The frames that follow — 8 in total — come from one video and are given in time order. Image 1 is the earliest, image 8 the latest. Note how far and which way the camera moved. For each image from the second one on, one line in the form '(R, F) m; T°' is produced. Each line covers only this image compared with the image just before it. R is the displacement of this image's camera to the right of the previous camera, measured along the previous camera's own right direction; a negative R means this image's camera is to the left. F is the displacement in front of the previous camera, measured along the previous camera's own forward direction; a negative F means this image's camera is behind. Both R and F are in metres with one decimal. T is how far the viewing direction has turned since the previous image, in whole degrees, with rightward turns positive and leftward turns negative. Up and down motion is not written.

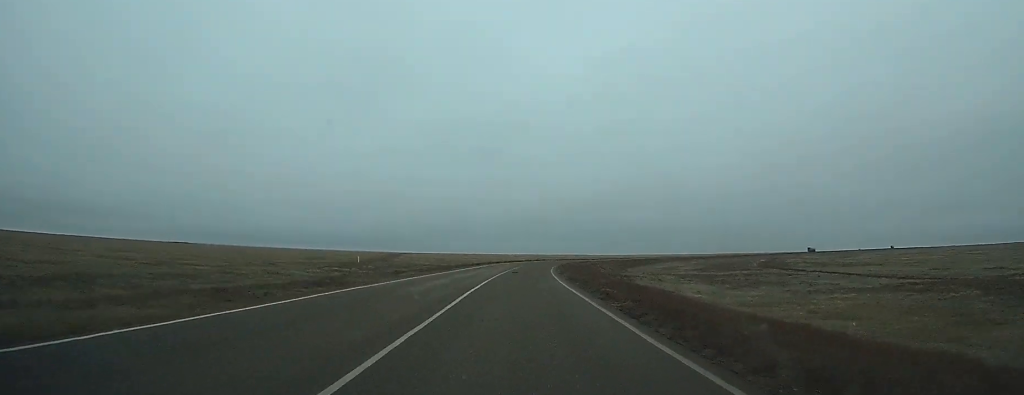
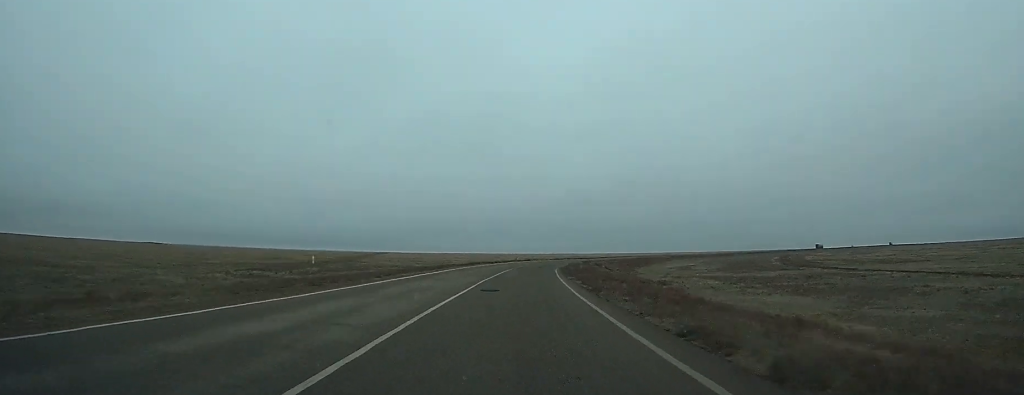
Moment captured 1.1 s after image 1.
(+0.1, +26.8) m; +1°
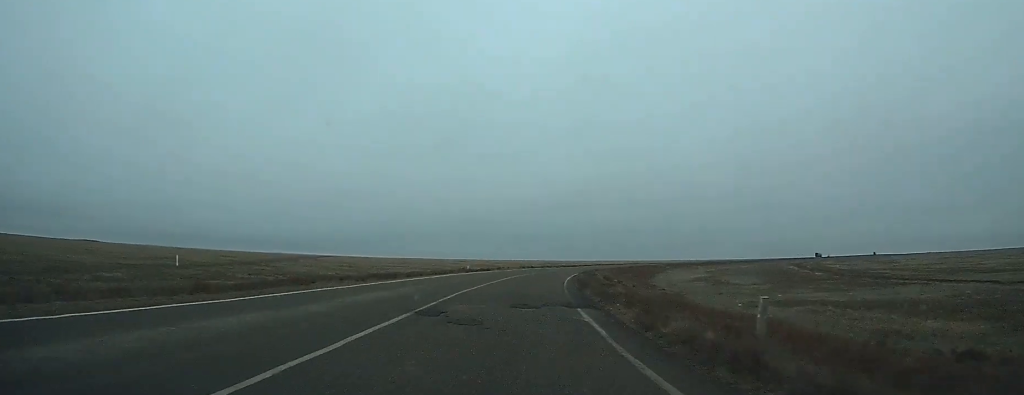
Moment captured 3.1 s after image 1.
(+0.8, +47.3) m; +3°
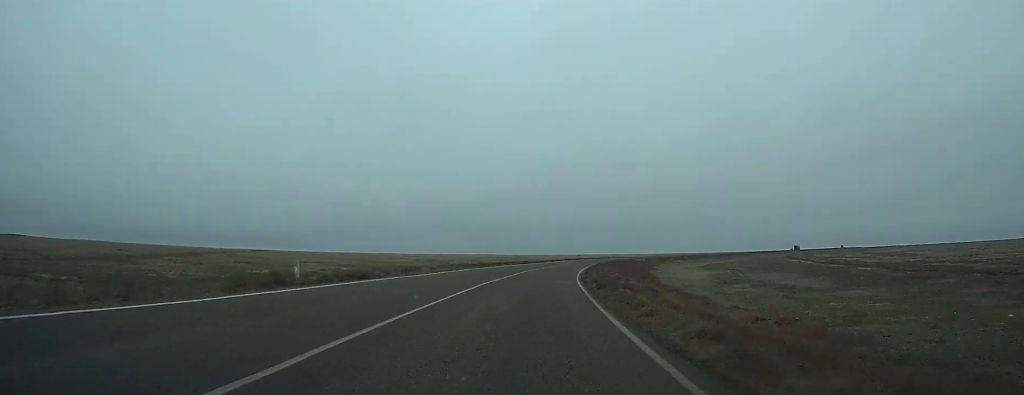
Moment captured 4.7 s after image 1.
(+1.0, +38.1) m; +4°
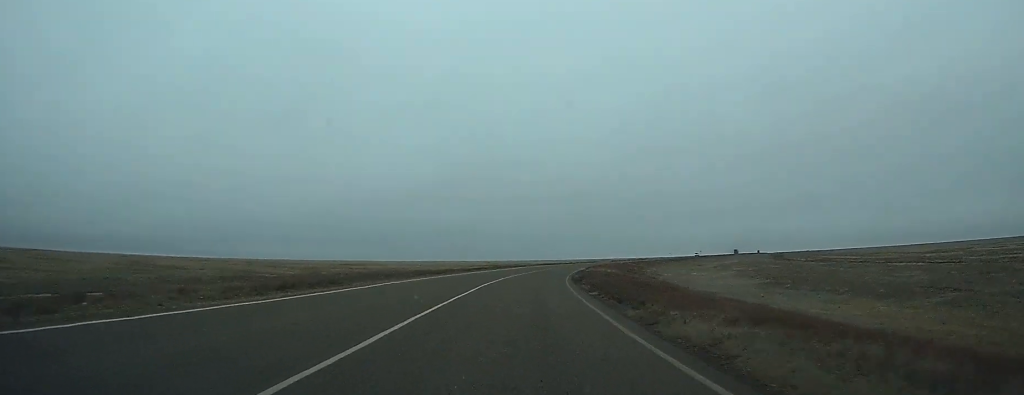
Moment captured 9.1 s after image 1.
(+10.2, +96.1) m; +11°
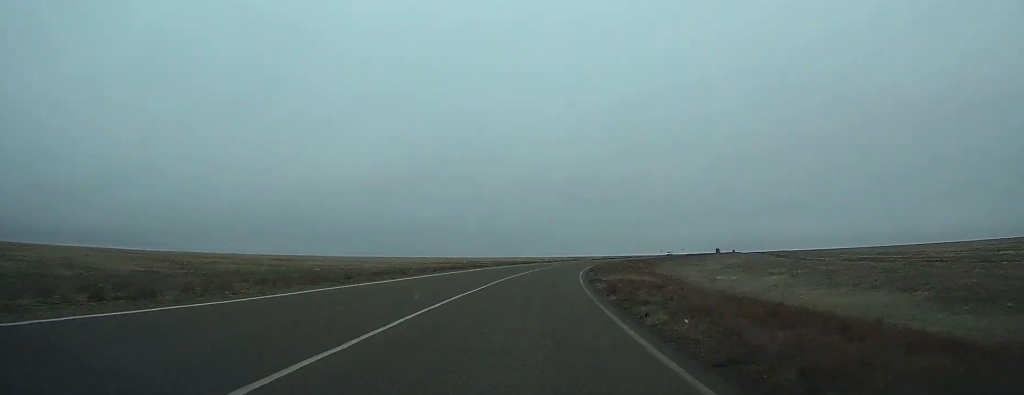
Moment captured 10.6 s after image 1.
(+0.9, +30.2) m; +3°
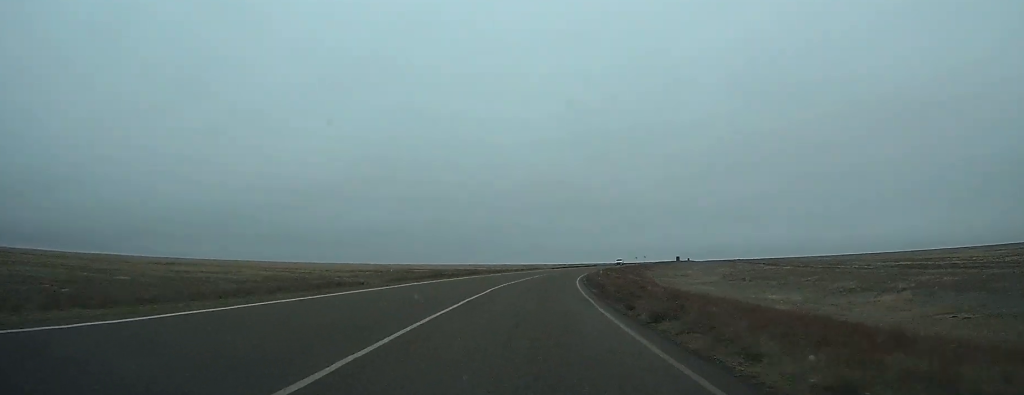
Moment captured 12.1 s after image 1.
(+1.1, +33.9) m; +4°
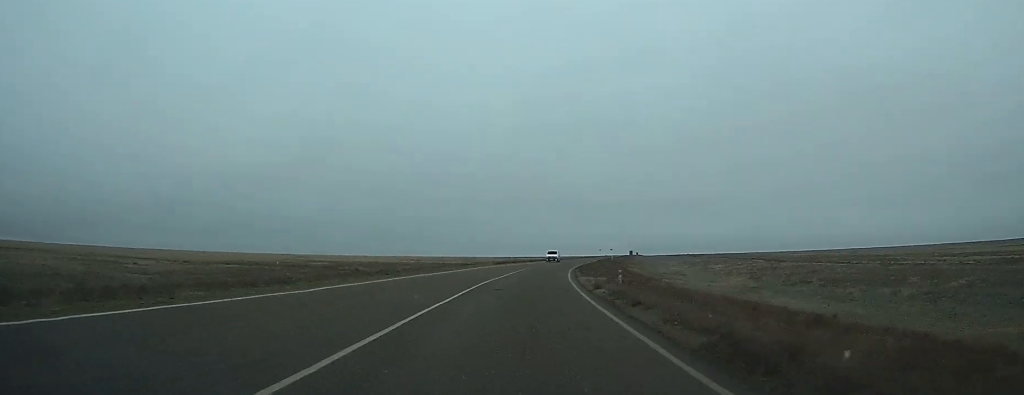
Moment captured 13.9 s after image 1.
(+1.7, +38.5) m; +5°
